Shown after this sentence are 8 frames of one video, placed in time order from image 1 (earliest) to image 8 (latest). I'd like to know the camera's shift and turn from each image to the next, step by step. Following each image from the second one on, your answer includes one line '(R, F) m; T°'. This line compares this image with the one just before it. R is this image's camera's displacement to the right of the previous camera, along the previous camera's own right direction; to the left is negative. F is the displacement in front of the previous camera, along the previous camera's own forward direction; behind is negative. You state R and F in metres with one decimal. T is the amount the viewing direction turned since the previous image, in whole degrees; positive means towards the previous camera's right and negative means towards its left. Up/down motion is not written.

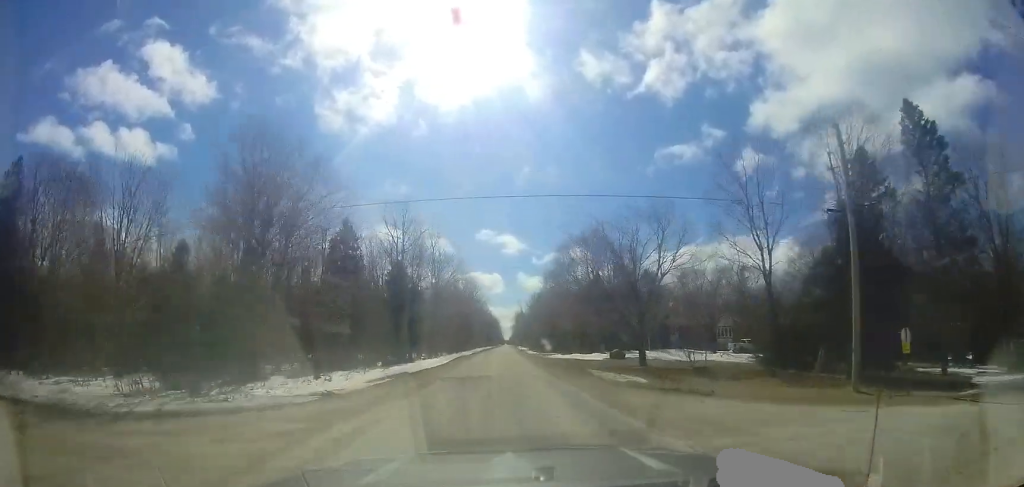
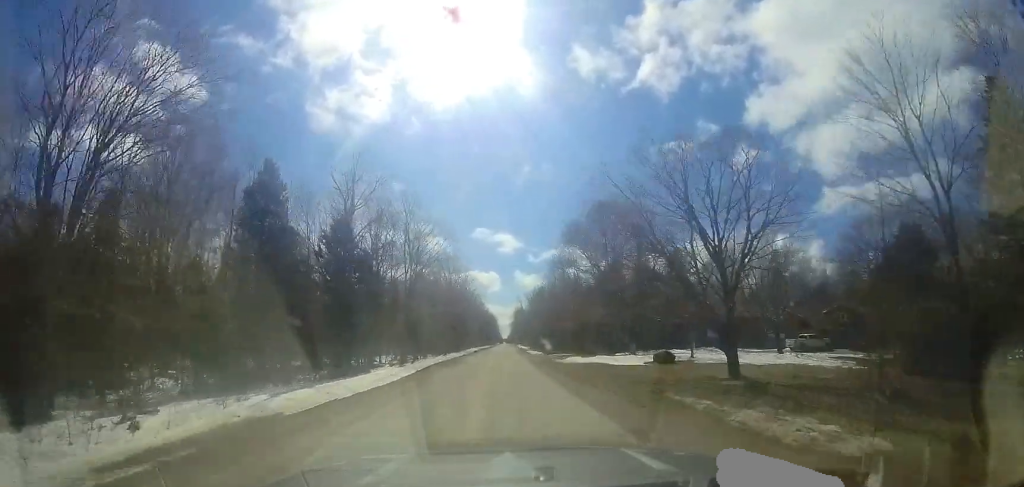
(0.0, +12.5) m; 0°
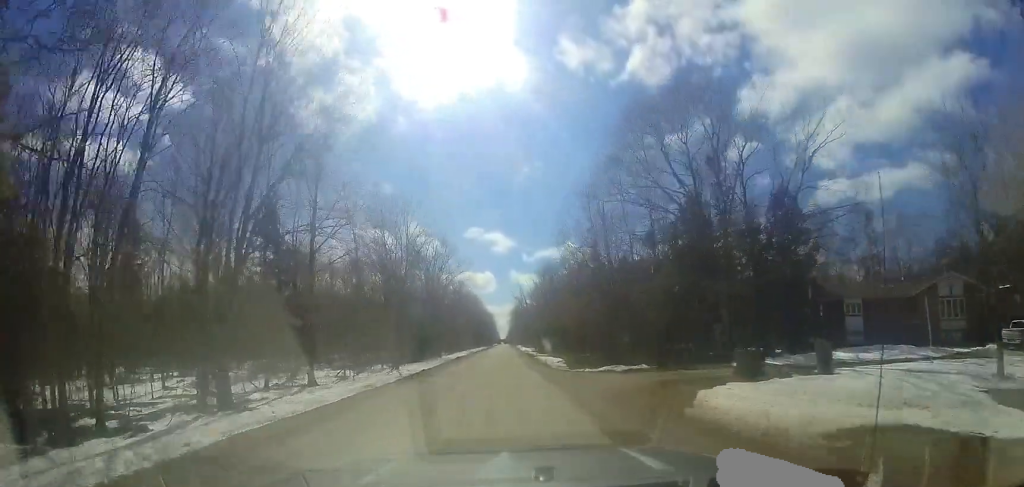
(-0.1, +24.1) m; -1°
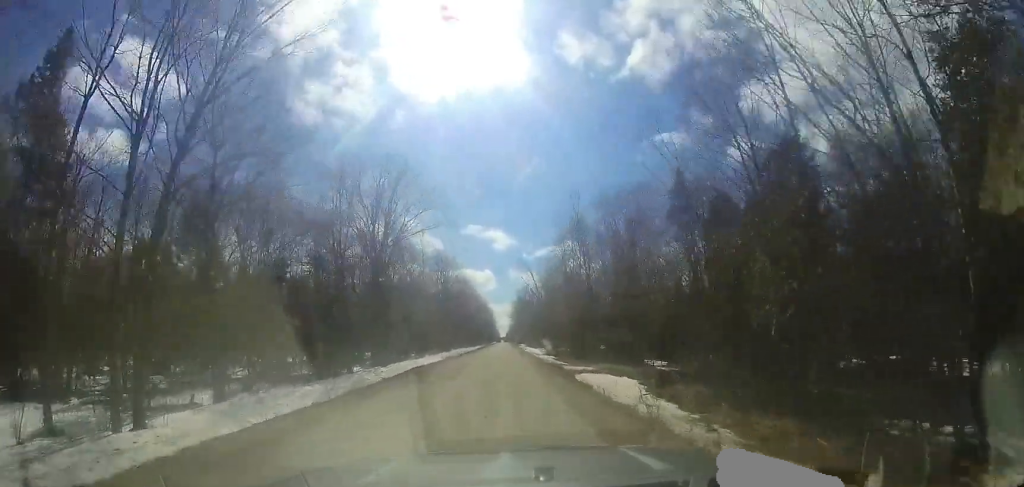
(-0.1, +24.3) m; 0°
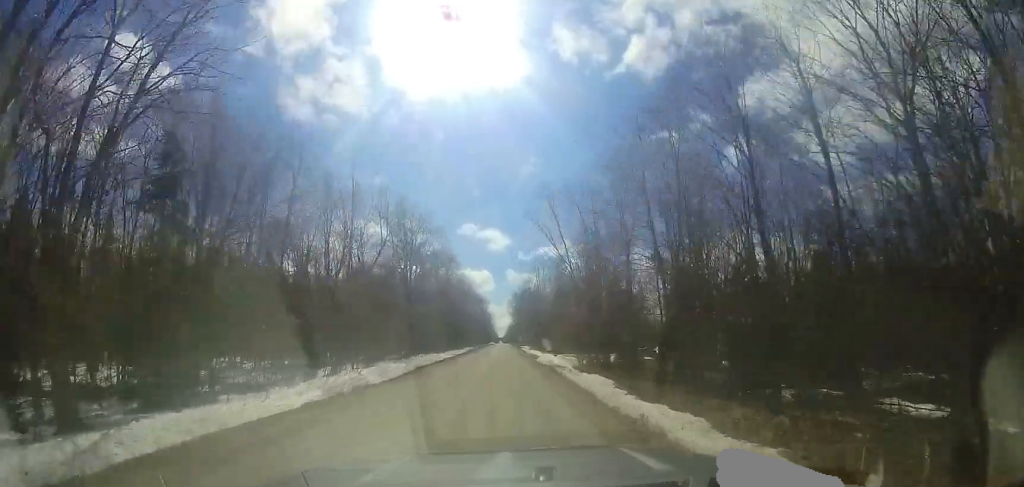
(+0.3, +25.9) m; 0°
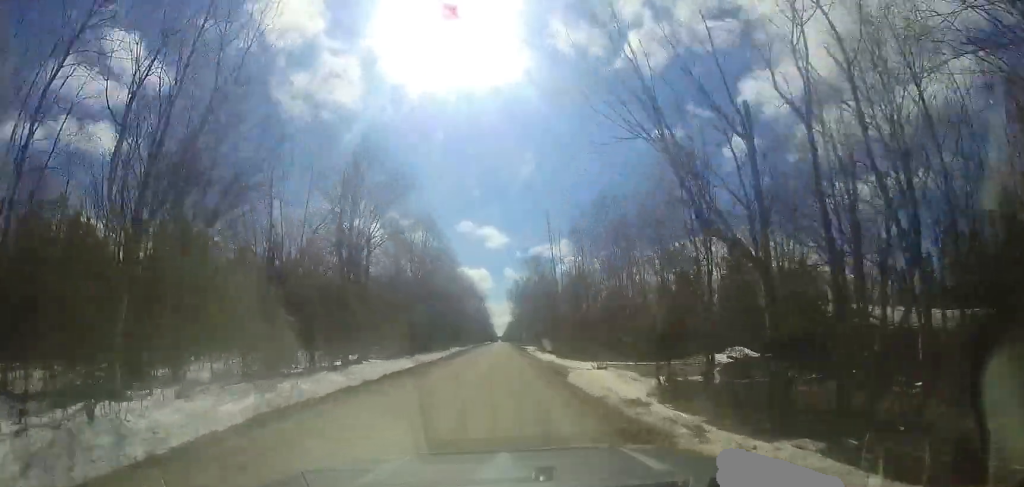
(-0.1, +18.4) m; 0°
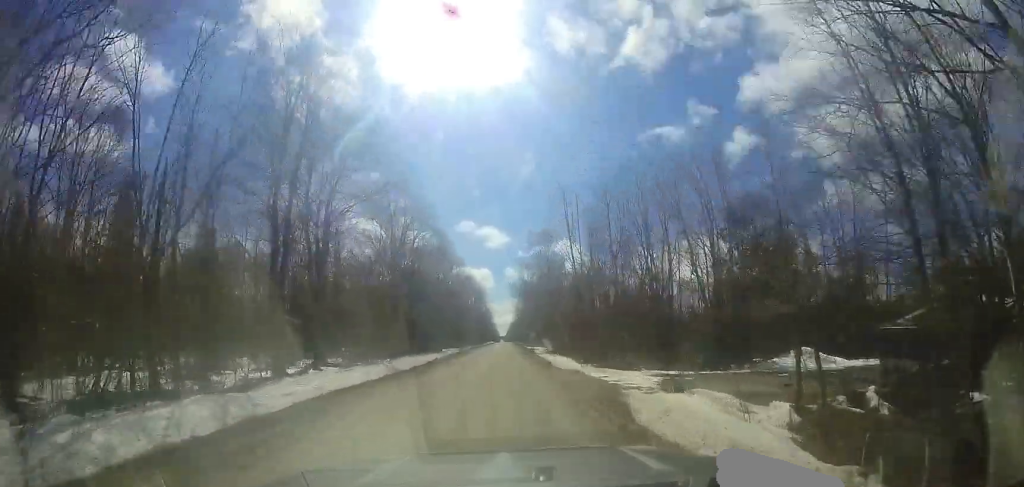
(0.0, +8.9) m; 0°
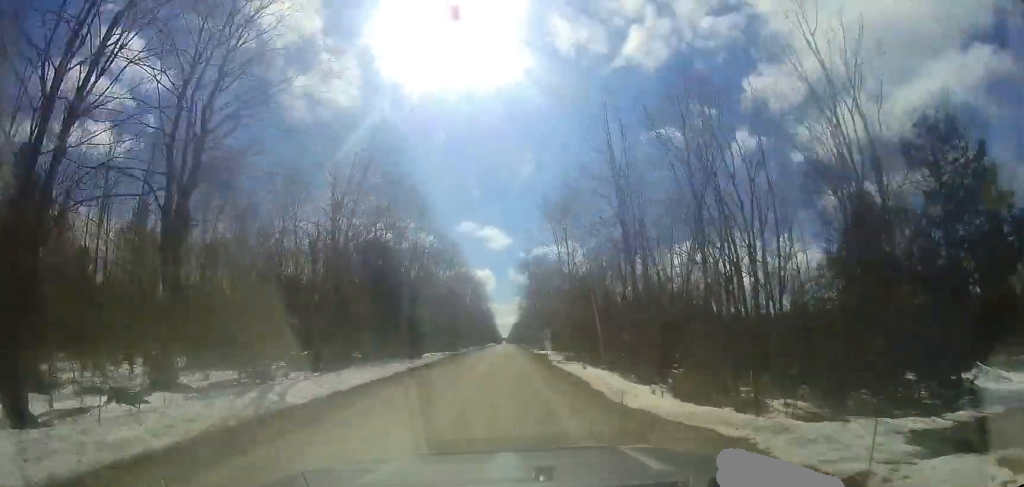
(0.0, +12.8) m; 0°
